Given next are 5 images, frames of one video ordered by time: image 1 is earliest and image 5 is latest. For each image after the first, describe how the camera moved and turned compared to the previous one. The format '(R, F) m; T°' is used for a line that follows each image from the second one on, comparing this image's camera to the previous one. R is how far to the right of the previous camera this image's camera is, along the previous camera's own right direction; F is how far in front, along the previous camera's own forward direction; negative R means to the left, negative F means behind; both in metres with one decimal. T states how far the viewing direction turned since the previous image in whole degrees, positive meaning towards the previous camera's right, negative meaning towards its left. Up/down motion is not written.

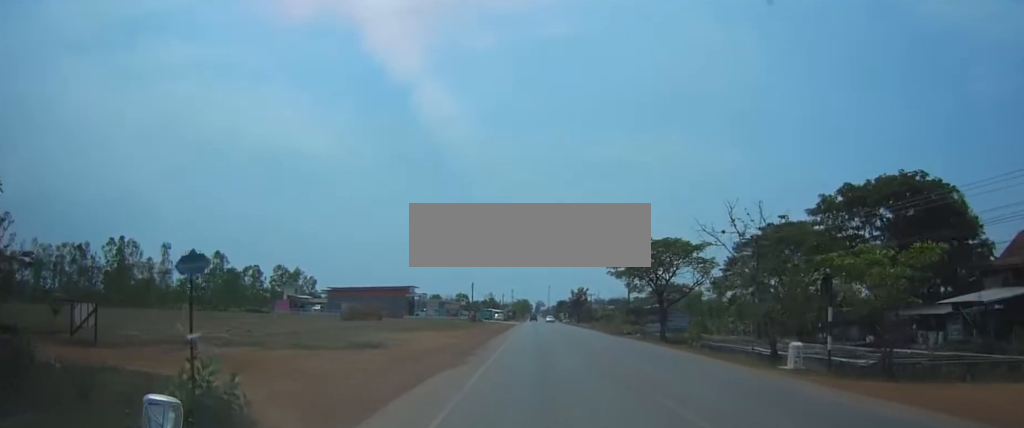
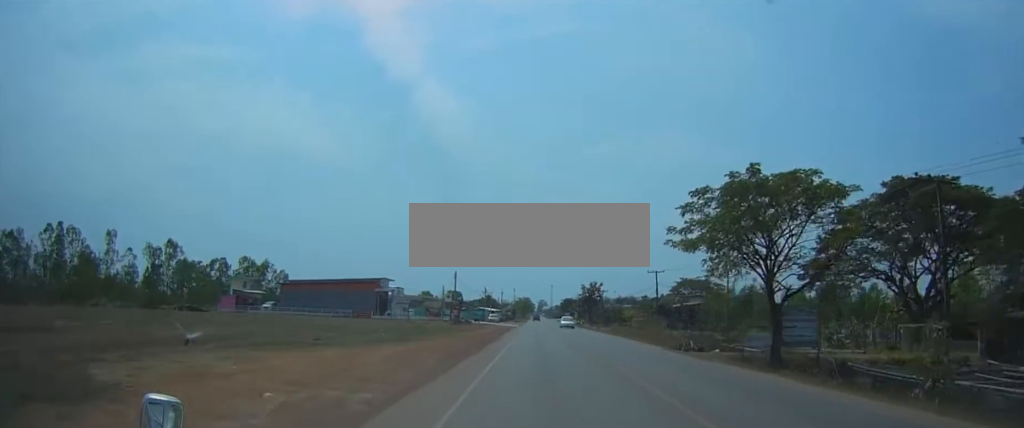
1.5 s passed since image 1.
(+0.1, +26.8) m; 0°
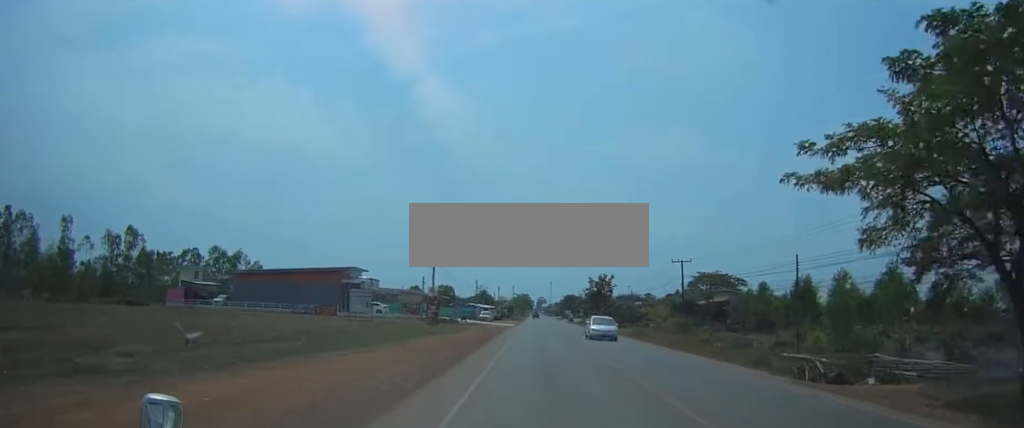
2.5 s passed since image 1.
(-0.1, +17.6) m; 0°
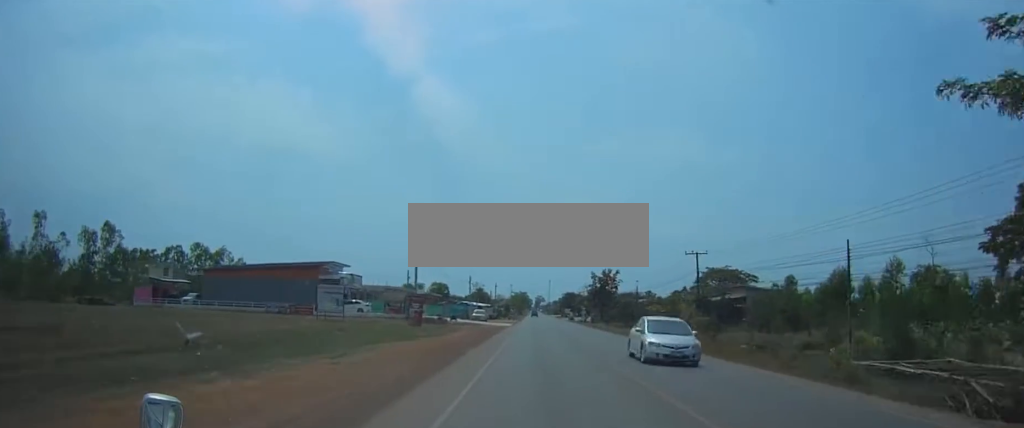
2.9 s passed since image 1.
(+0.1, +8.6) m; 0°
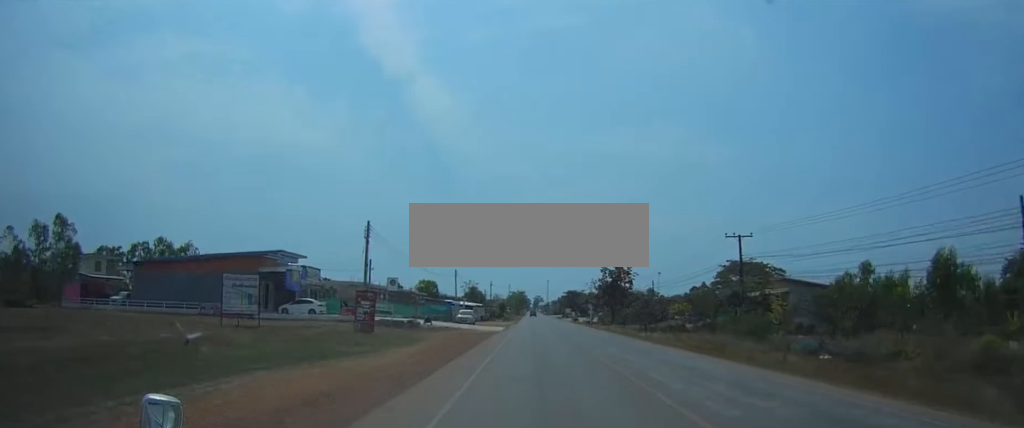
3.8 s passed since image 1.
(+0.1, +16.1) m; 0°
